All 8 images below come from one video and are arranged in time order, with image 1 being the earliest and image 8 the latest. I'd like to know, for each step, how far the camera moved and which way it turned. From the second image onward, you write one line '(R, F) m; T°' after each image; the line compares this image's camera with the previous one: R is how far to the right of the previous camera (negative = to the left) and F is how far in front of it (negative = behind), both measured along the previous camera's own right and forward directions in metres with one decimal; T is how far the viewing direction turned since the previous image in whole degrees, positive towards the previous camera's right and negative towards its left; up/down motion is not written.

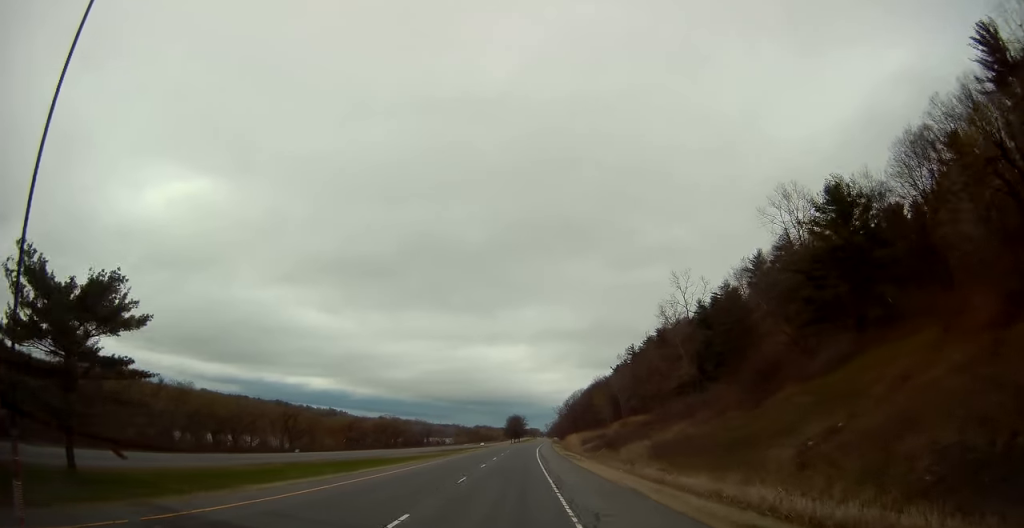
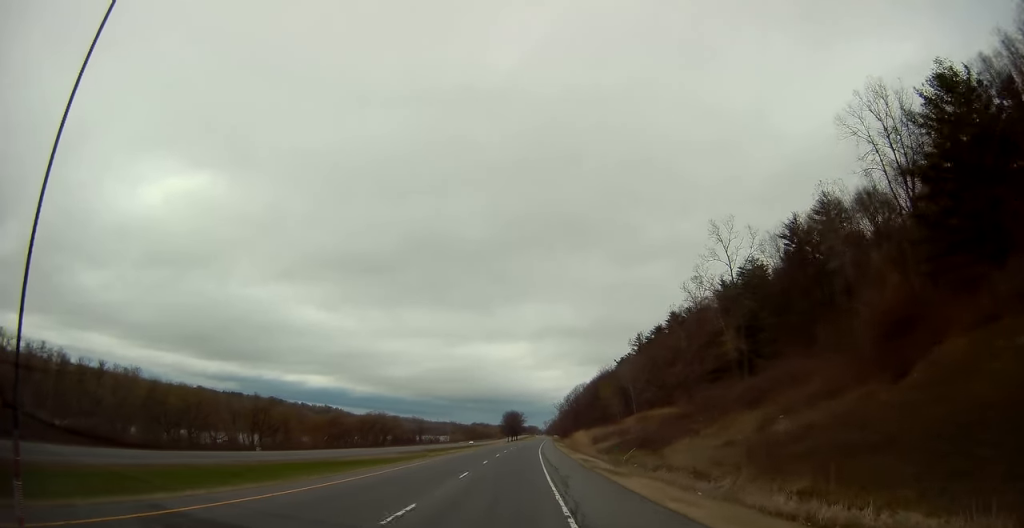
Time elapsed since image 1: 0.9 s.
(-0.4, +23.0) m; -1°
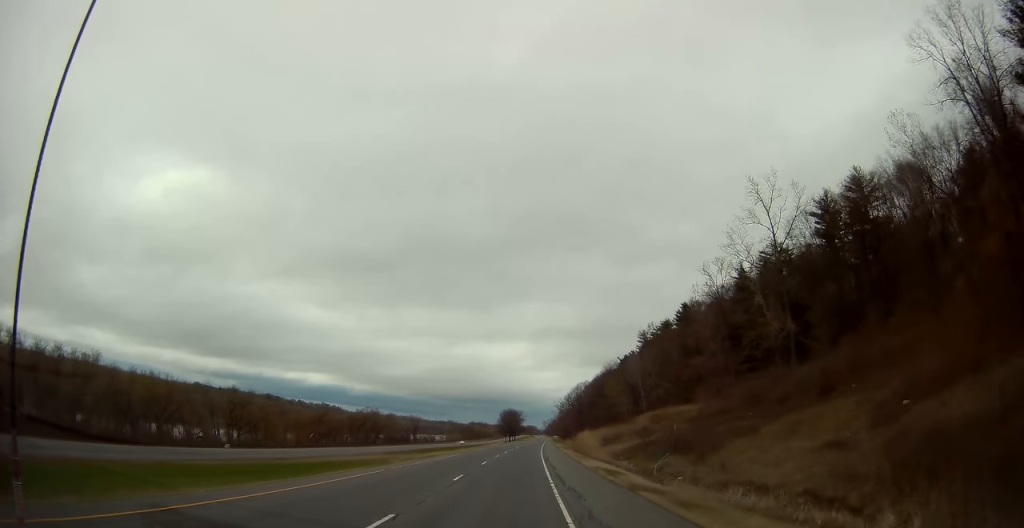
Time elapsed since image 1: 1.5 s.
(0.0, +14.4) m; 0°
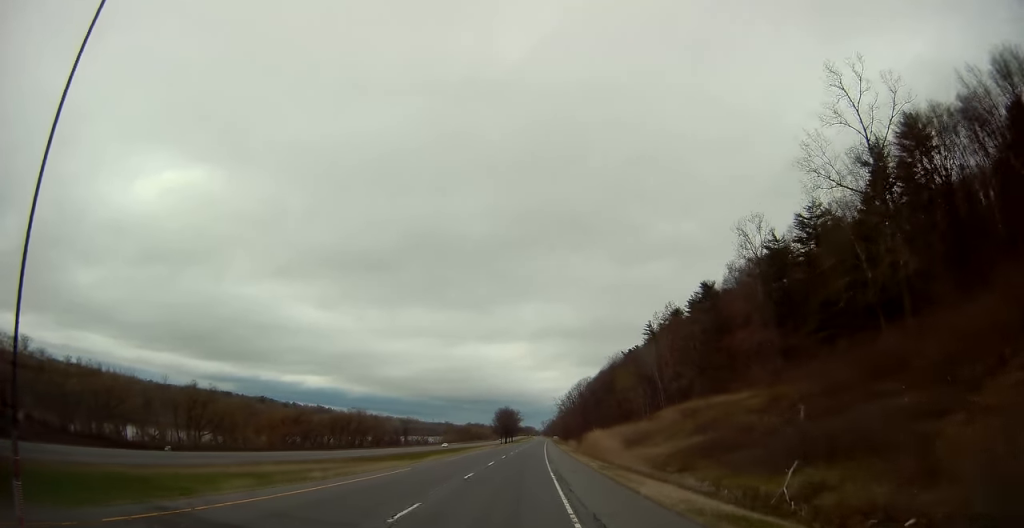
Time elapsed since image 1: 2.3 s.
(0.0, +21.9) m; +1°
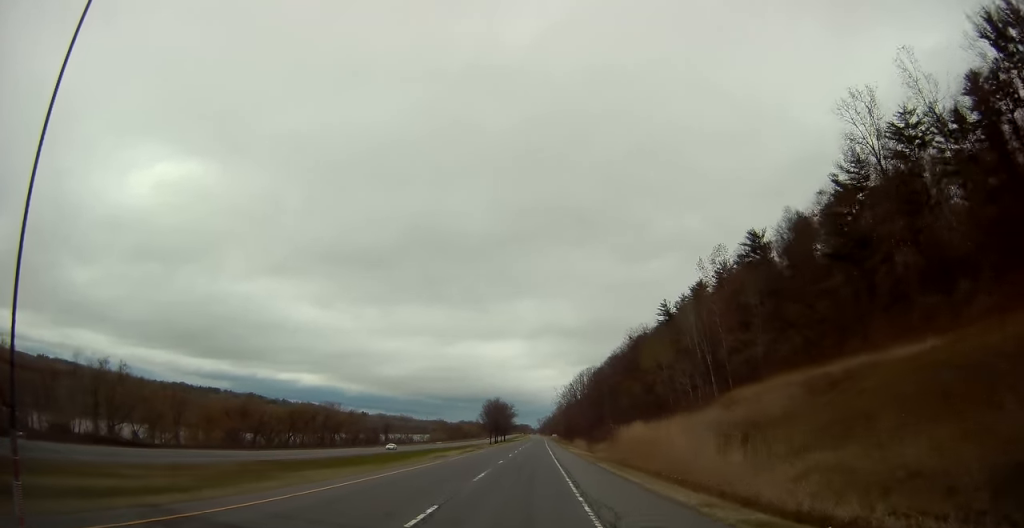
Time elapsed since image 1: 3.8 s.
(+0.5, +37.2) m; +1°
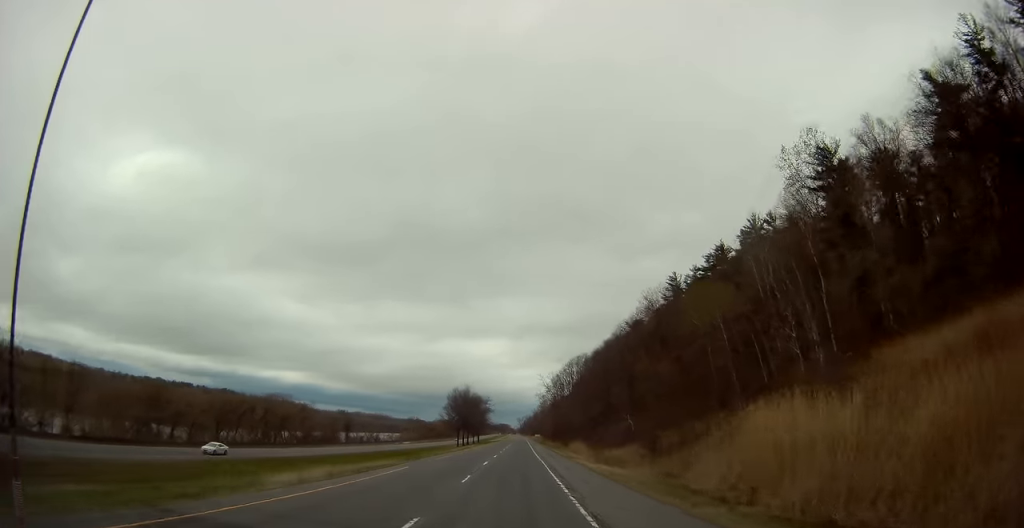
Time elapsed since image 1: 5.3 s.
(+0.2, +38.0) m; 0°
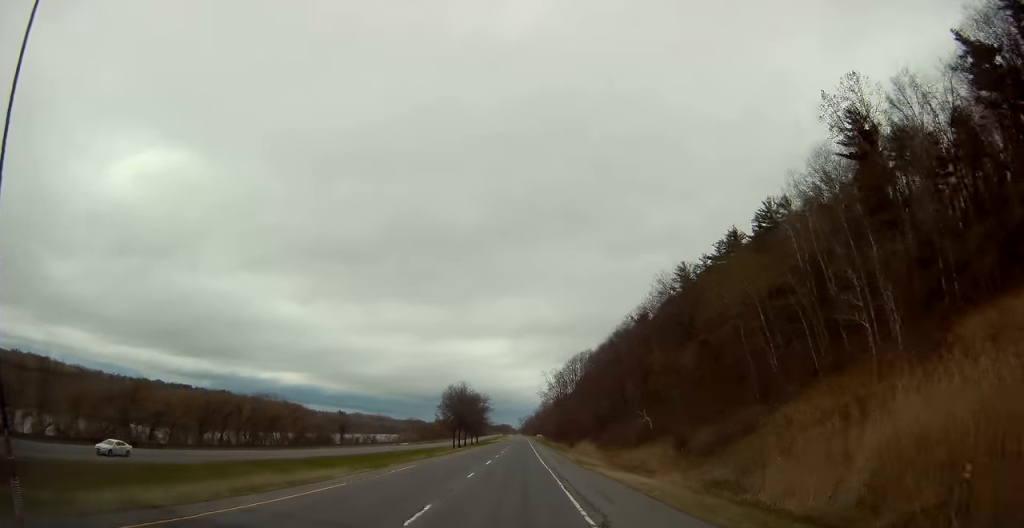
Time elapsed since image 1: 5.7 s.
(0.0, +10.1) m; 0°
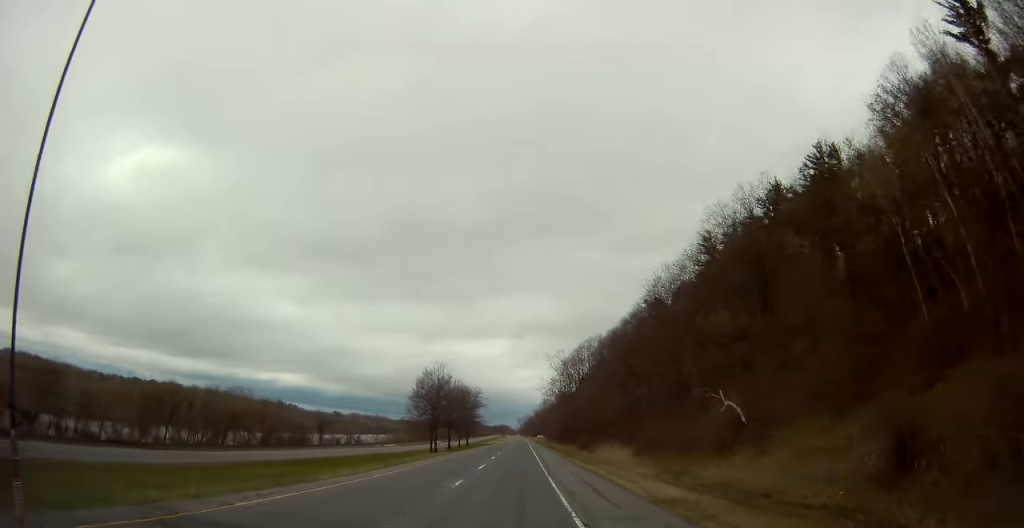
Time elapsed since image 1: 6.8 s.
(0.0, +27.8) m; +1°
